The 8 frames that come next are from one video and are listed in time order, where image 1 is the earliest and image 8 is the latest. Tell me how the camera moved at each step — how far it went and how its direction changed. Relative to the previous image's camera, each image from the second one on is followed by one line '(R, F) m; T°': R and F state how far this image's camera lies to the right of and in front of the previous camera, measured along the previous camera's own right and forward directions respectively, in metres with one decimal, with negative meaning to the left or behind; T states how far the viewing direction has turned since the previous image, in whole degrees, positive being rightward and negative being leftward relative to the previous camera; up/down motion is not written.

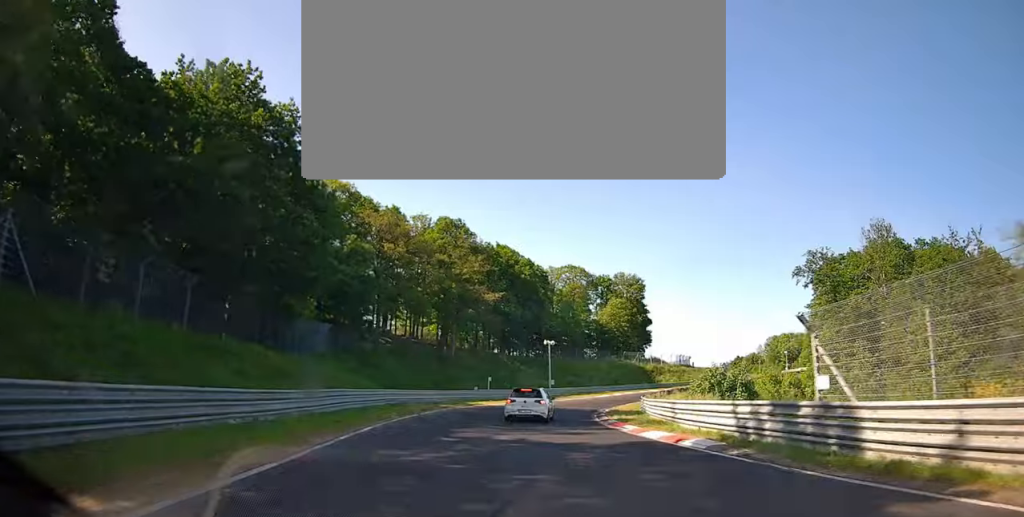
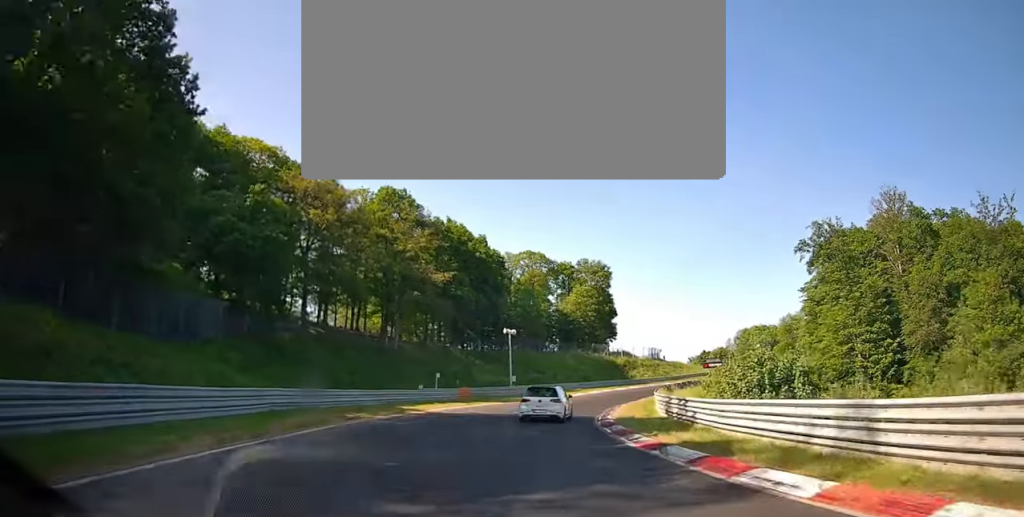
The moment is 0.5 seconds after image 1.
(+0.6, +12.7) m; +6°
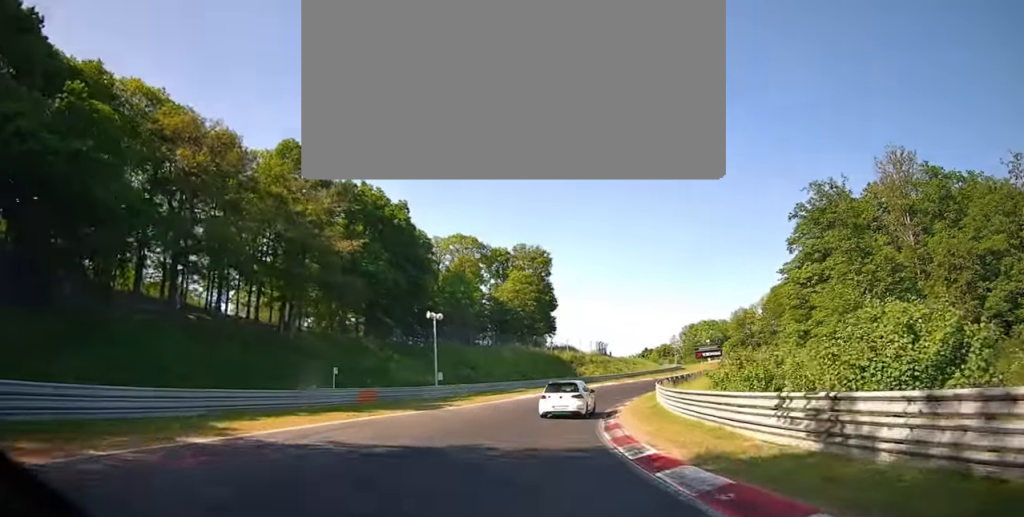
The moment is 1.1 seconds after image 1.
(+0.5, +14.5) m; +8°
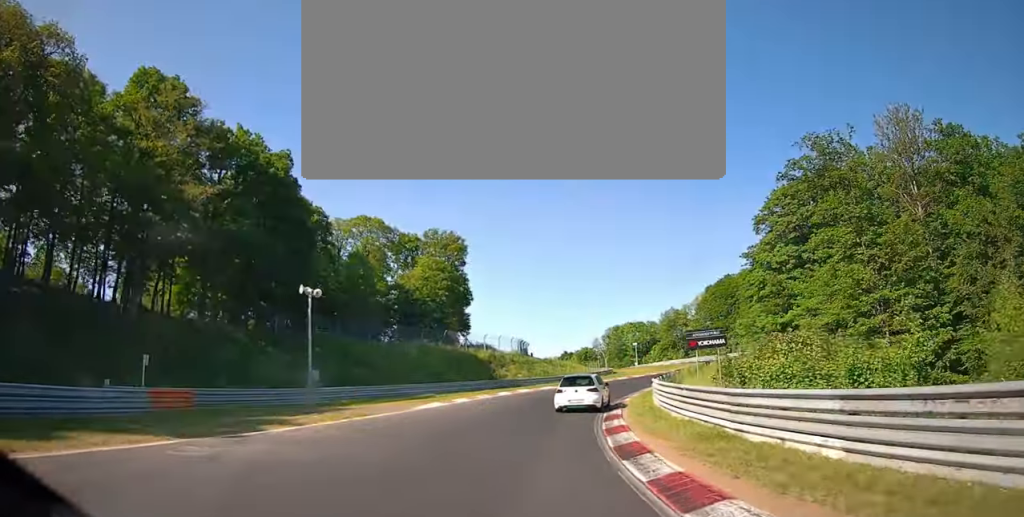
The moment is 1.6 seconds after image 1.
(+1.5, +13.7) m; +9°
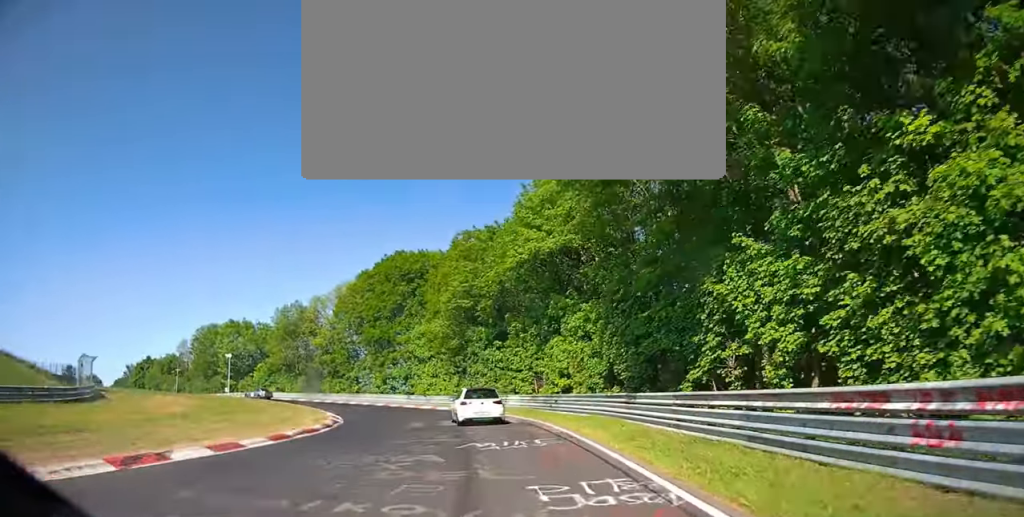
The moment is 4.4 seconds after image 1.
(+22.3, +61.1) m; +26°
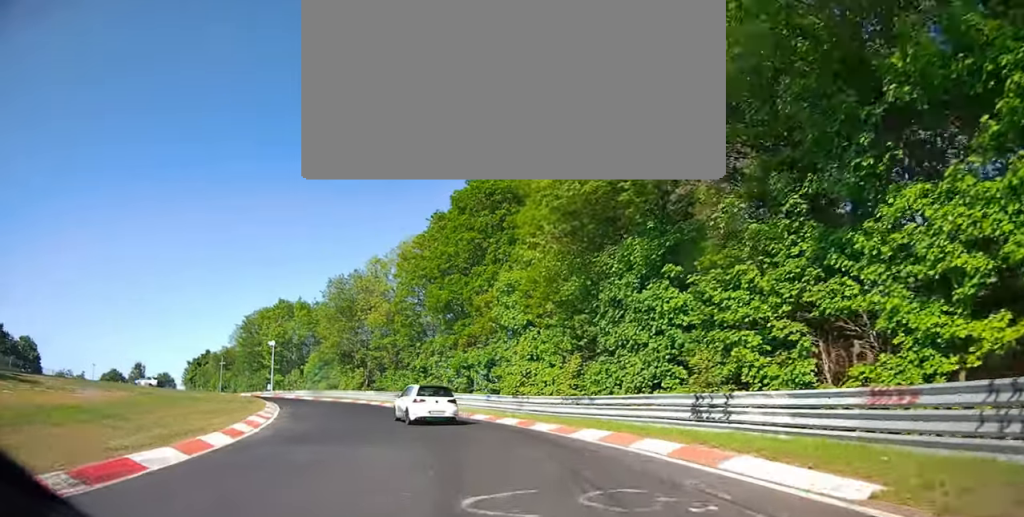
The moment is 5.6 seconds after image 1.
(-2.3, +23.1) m; -15°
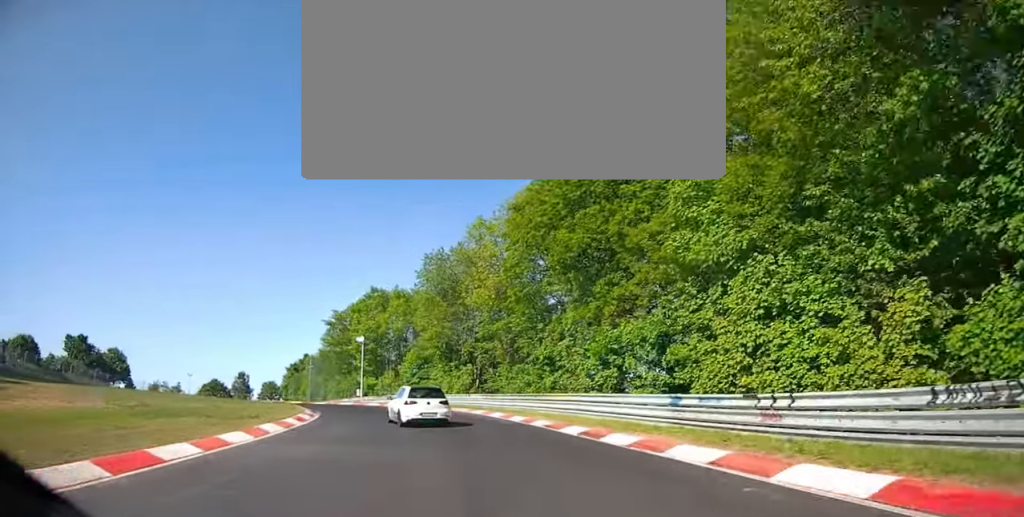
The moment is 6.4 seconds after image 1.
(-1.2, +13.9) m; -14°
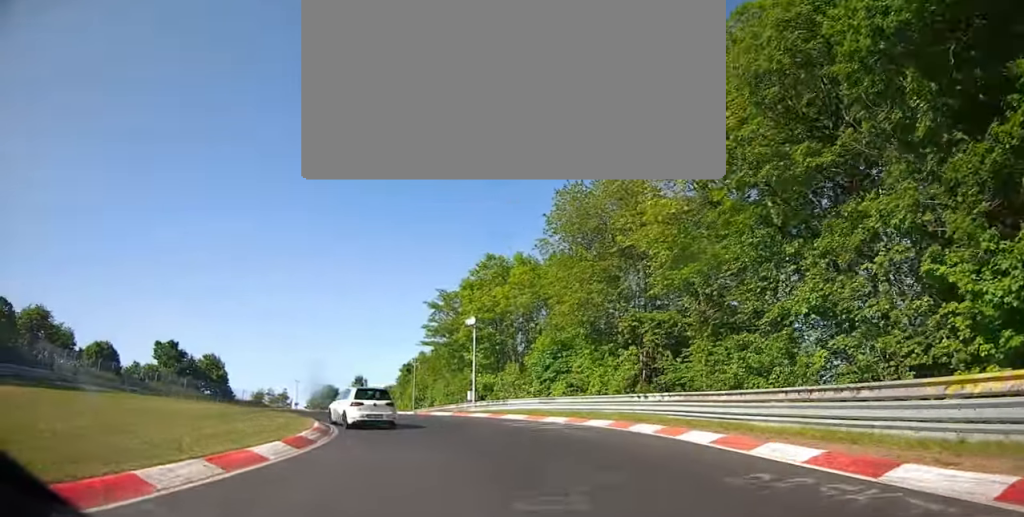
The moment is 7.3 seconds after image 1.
(-2.6, +16.9) m; -20°
